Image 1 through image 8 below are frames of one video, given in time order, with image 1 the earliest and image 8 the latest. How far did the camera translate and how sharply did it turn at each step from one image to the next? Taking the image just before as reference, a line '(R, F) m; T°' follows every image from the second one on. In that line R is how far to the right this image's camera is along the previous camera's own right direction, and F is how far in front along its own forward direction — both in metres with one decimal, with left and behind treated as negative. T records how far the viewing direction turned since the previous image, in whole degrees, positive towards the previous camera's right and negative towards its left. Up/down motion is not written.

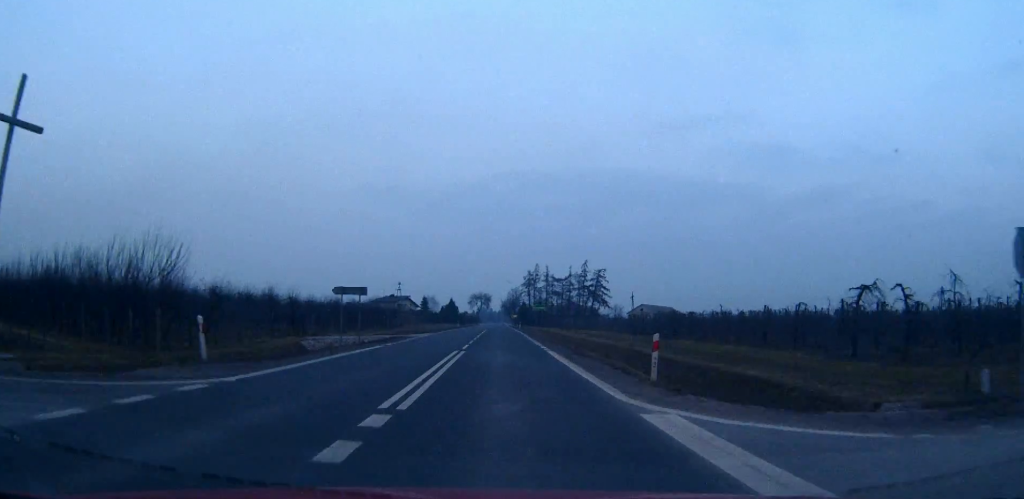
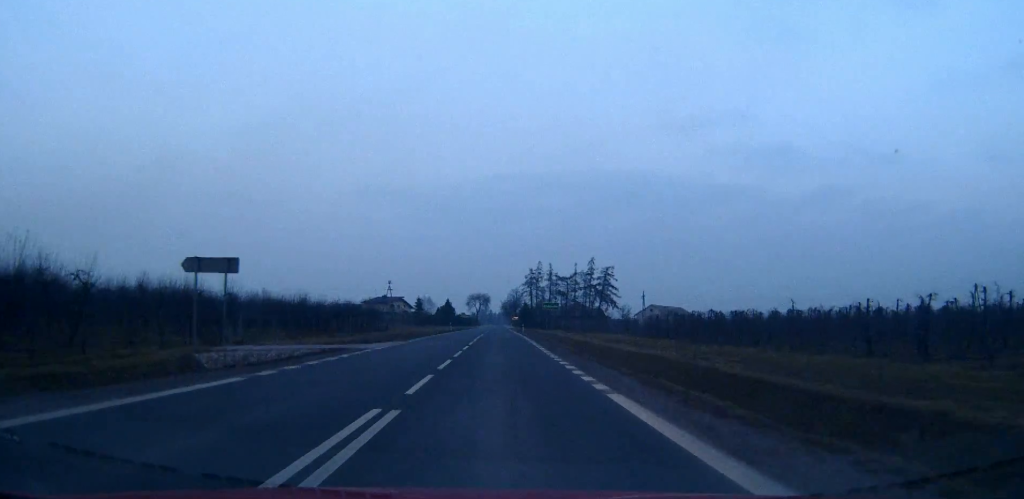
(0.0, +16.5) m; 0°
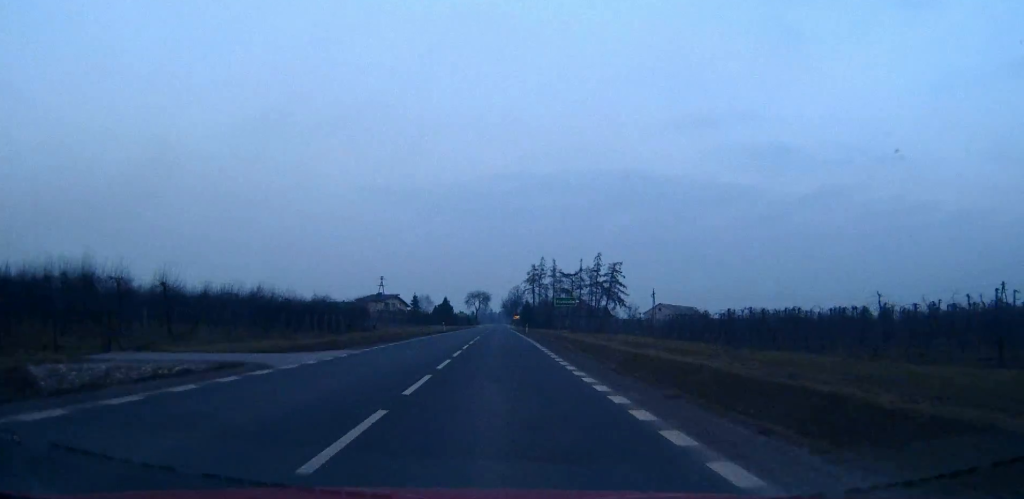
(0.0, +12.0) m; 0°
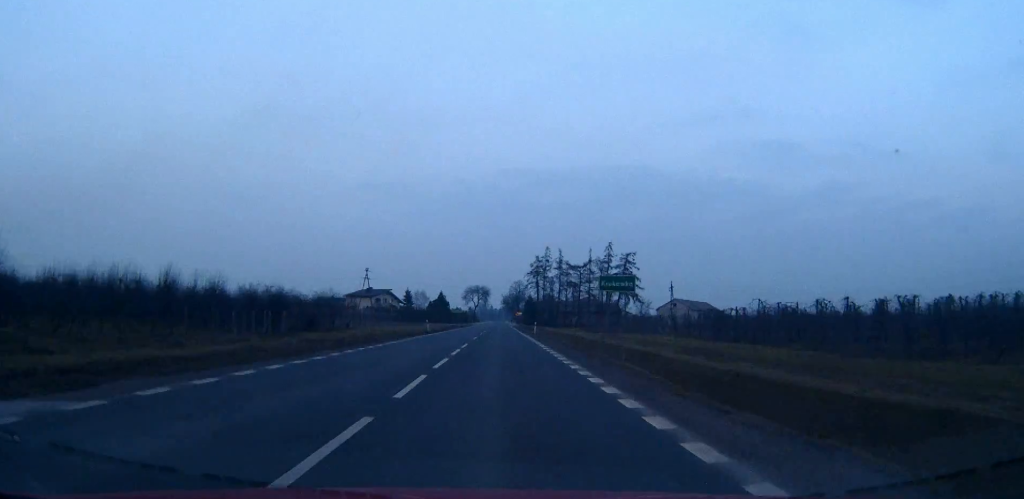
(0.0, +18.9) m; 0°
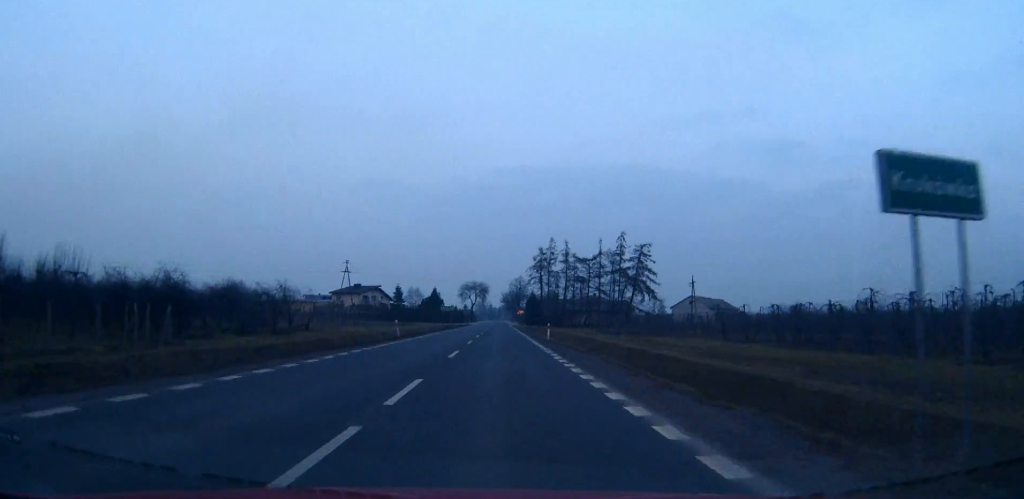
(0.0, +18.7) m; 0°
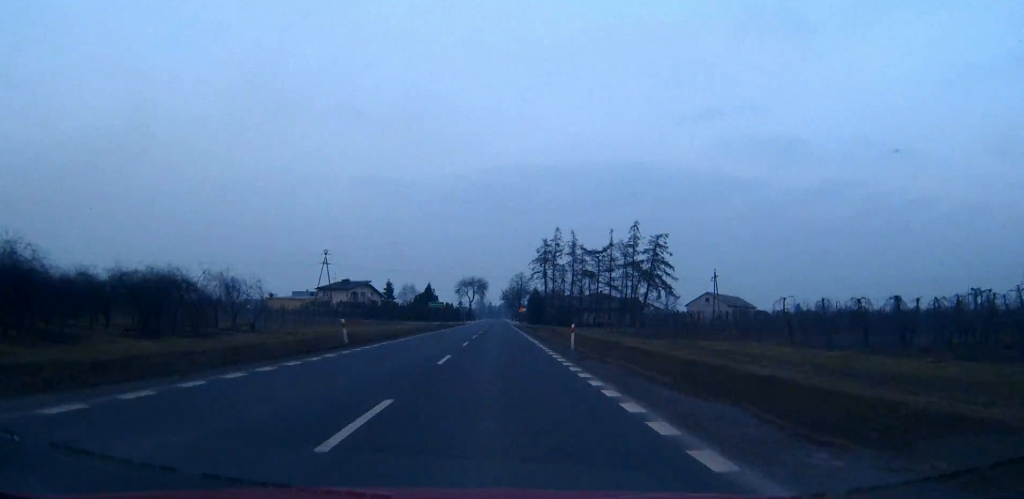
(0.0, +15.8) m; 0°
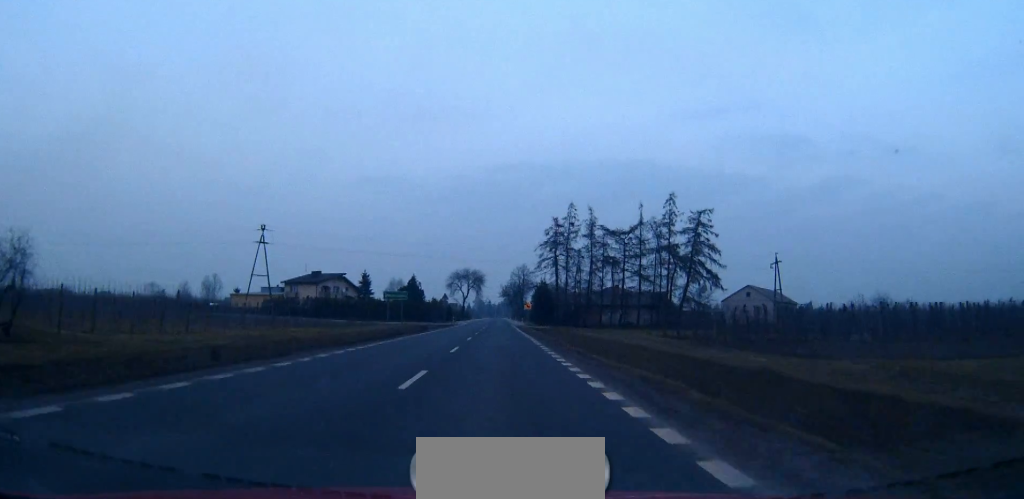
(0.0, +30.7) m; 0°
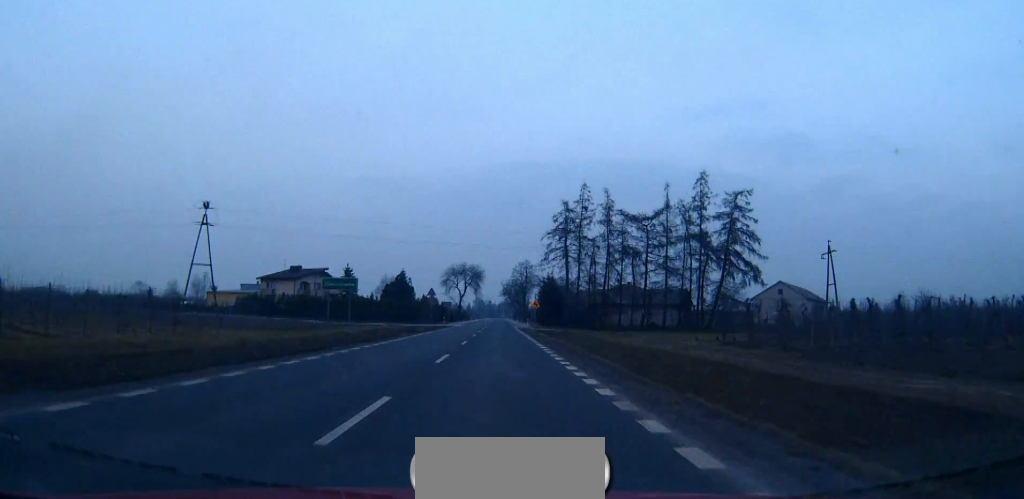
(+0.1, +17.3) m; 0°
